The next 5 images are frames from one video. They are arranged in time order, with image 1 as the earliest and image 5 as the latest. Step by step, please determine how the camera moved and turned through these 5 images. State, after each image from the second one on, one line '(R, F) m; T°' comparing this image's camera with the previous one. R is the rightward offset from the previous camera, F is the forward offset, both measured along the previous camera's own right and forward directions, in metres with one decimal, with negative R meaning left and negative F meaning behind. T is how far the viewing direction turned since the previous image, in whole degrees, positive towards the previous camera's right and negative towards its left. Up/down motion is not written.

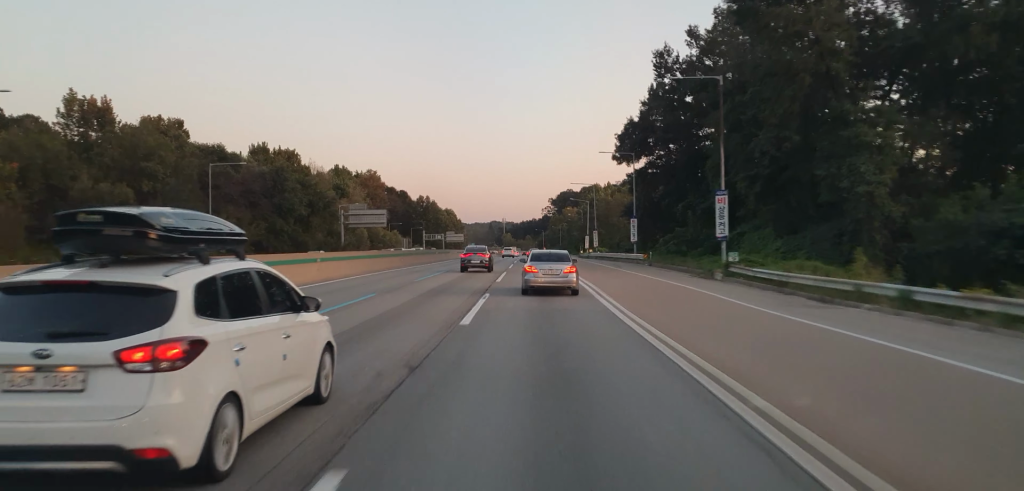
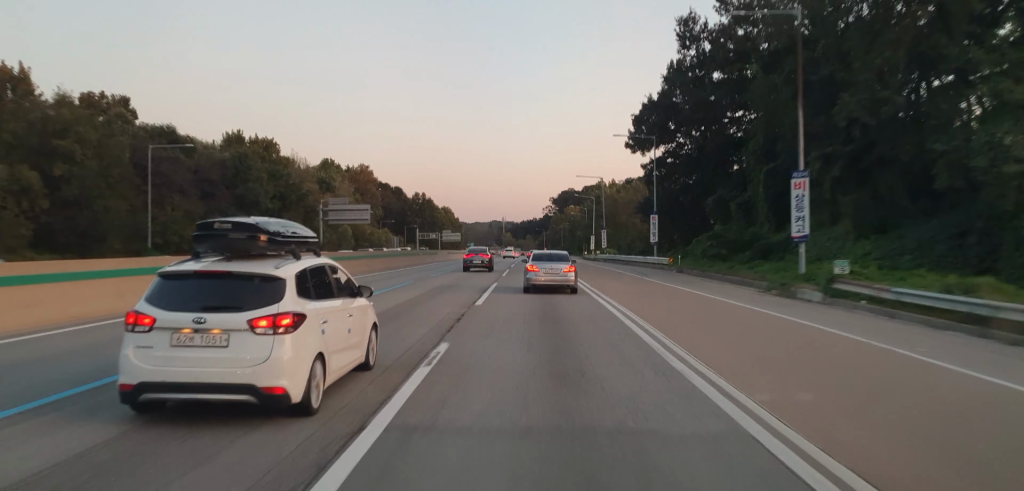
(+0.1, +12.9) m; 0°
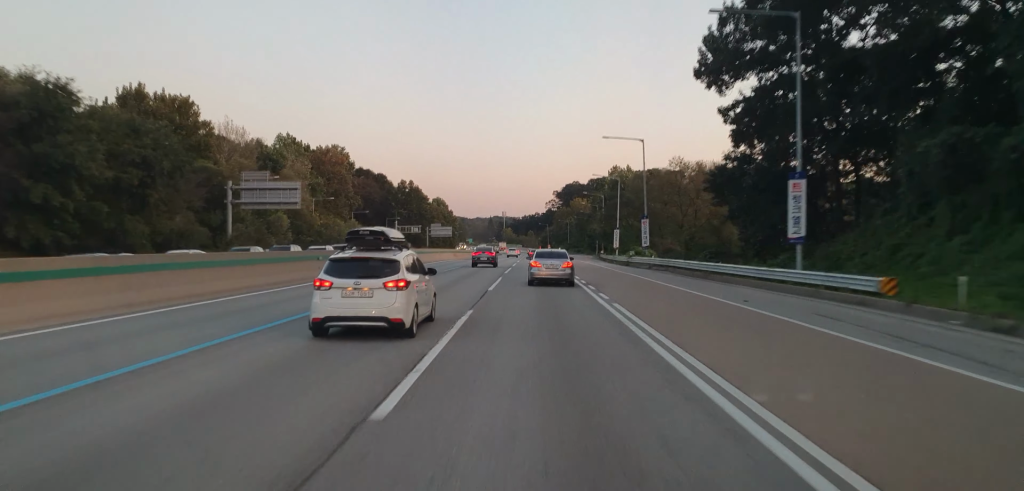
(-0.2, +35.2) m; -1°
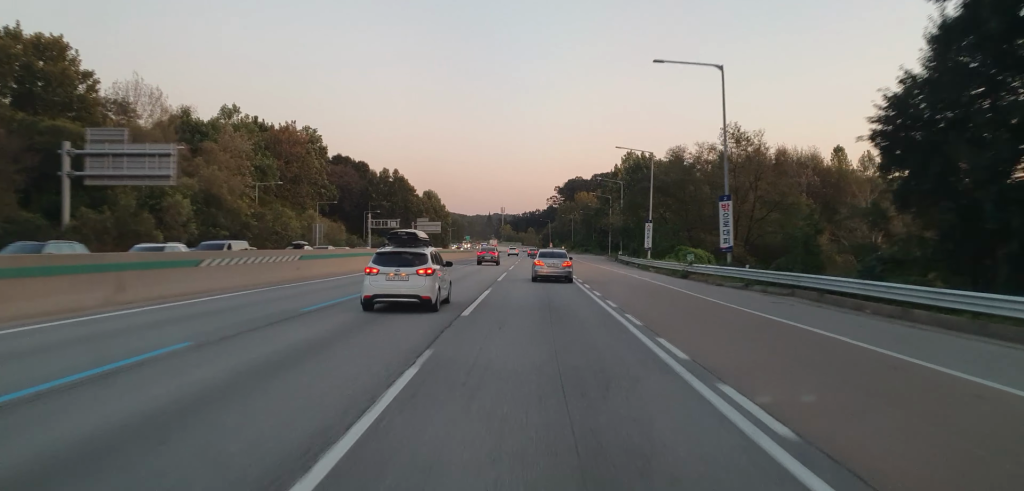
(-0.2, +27.4) m; 0°
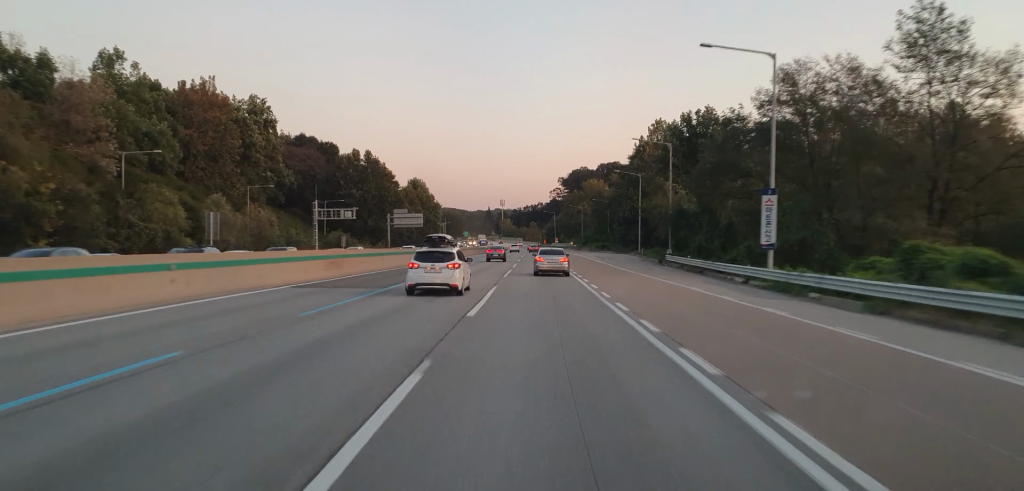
(+0.8, +35.9) m; +2°
